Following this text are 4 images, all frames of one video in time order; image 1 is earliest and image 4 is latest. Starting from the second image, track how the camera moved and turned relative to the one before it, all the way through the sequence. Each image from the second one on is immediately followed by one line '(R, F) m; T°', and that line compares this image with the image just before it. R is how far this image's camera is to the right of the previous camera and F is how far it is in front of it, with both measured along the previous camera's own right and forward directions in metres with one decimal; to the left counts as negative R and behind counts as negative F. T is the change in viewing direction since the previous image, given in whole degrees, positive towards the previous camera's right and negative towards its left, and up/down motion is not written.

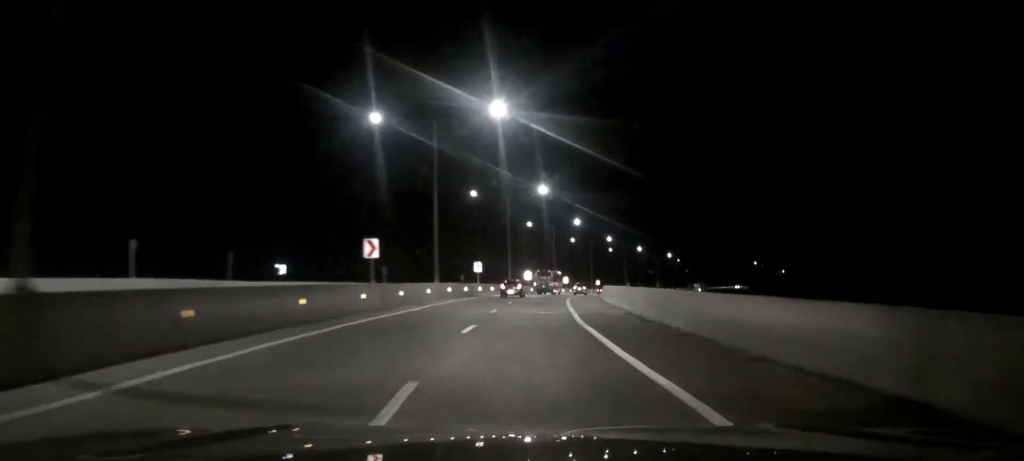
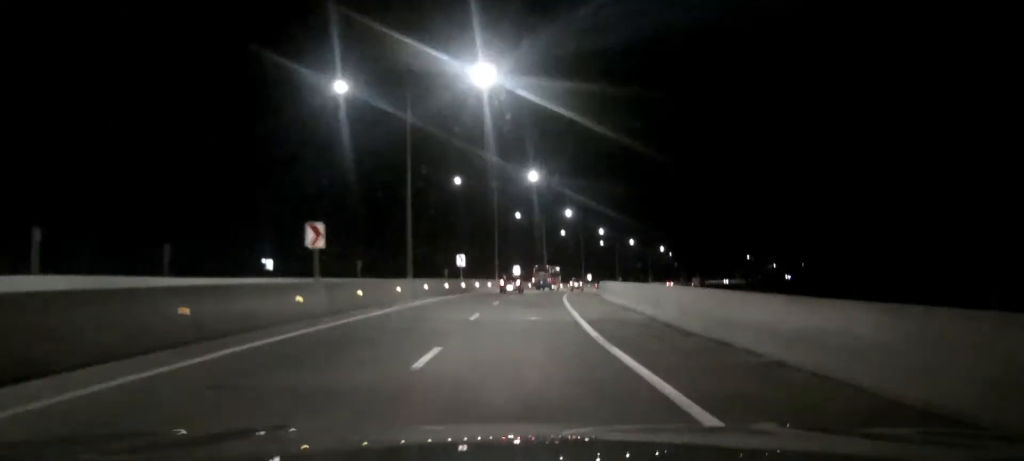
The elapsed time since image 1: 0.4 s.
(0.0, +7.4) m; +1°
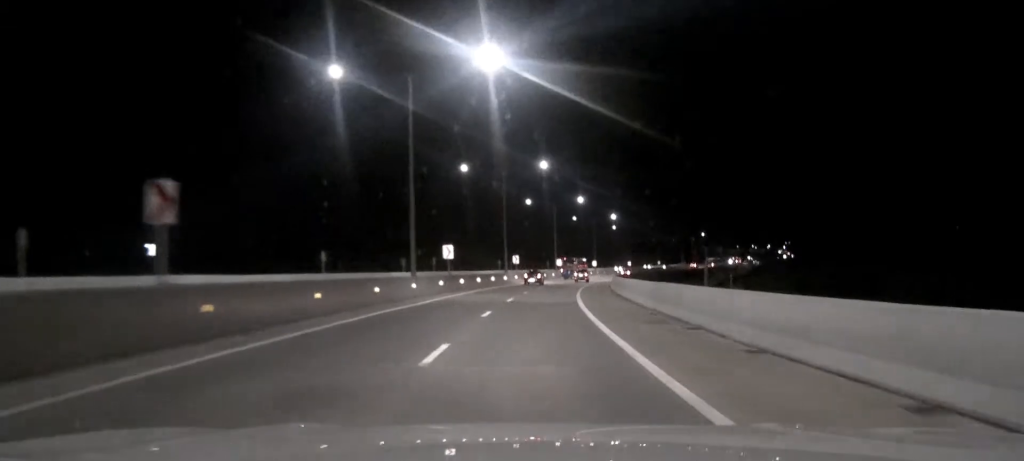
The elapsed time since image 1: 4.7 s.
(+5.9, +82.3) m; +9°
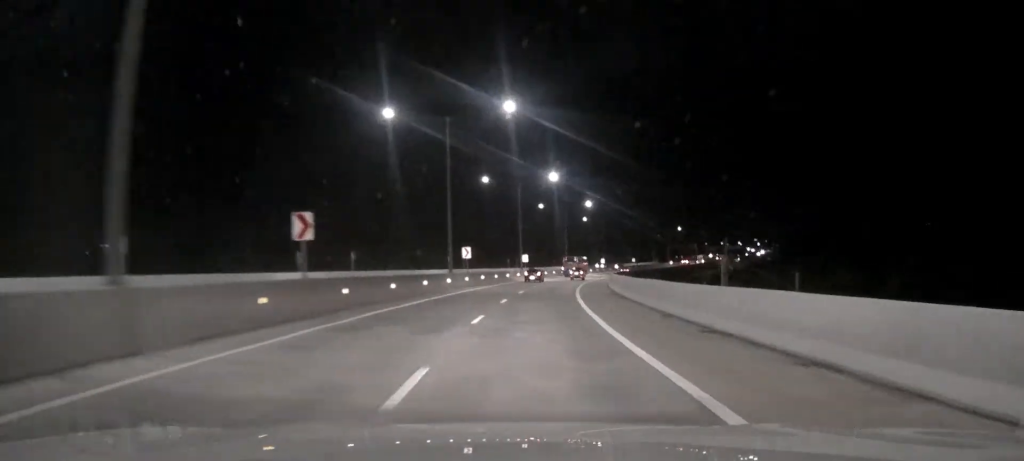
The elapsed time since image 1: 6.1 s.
(+0.7, +27.2) m; +3°
